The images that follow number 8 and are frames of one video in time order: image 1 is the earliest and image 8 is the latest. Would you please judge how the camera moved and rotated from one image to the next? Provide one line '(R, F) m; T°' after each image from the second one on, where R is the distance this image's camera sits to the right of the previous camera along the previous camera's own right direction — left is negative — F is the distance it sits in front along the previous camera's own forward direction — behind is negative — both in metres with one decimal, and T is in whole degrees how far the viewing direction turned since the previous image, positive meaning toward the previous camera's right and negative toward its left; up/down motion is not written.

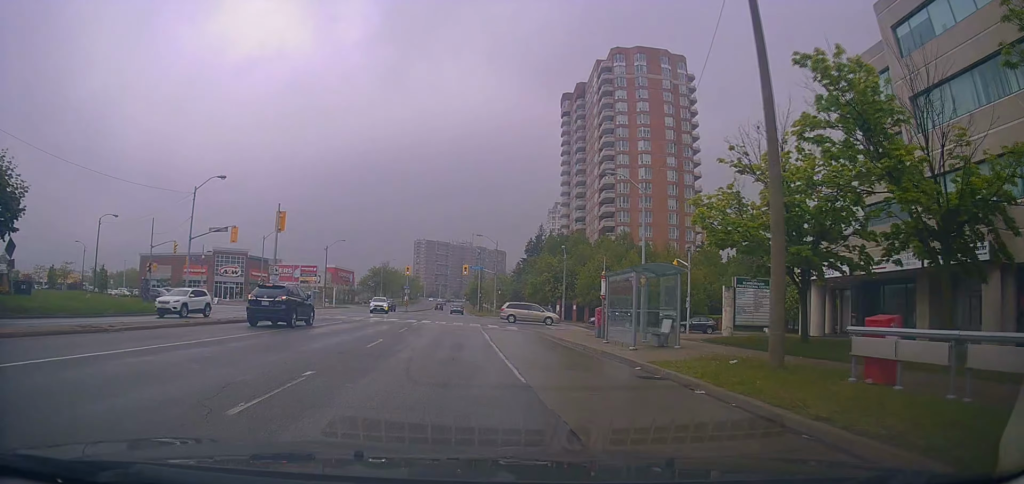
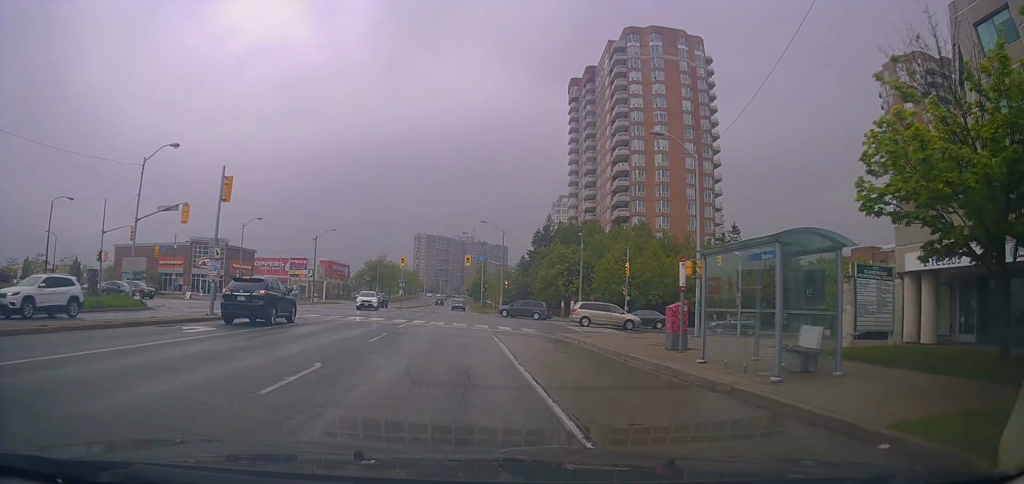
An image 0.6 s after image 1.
(-0.1, +8.5) m; -1°
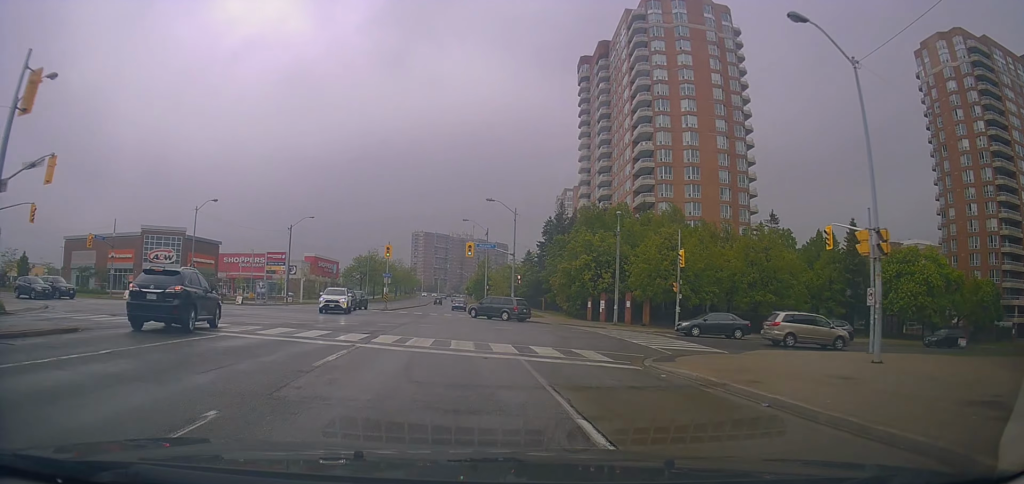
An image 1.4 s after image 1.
(-0.3, +13.3) m; -2°
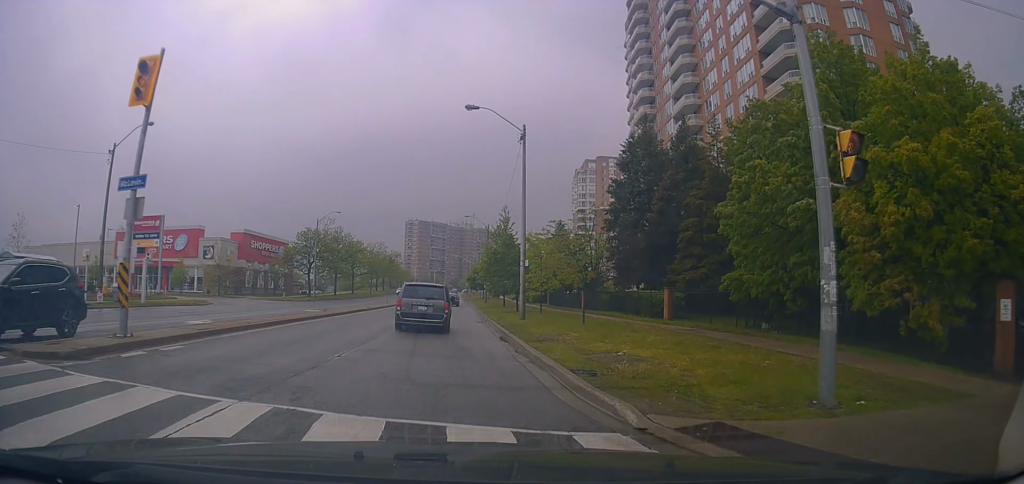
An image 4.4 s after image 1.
(+1.4, +42.6) m; +2°
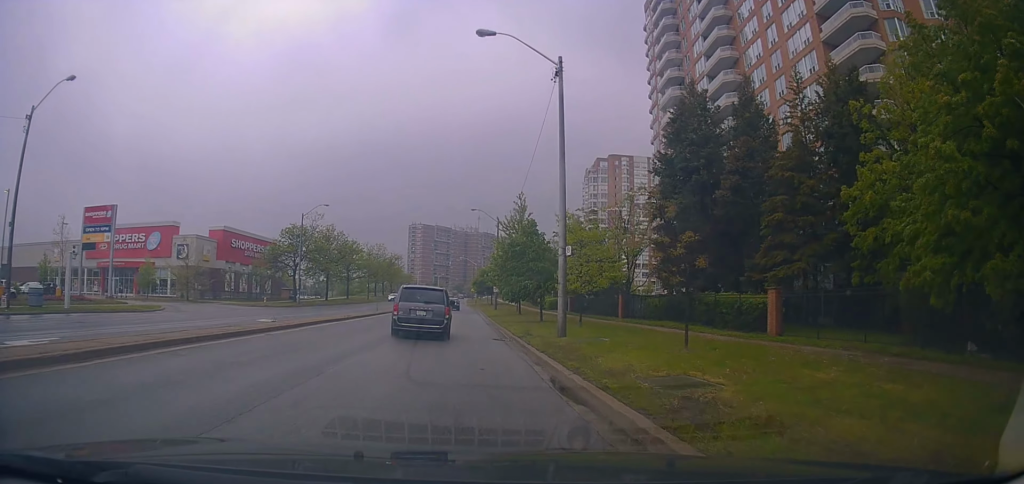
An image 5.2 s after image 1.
(-0.2, +10.3) m; -1°
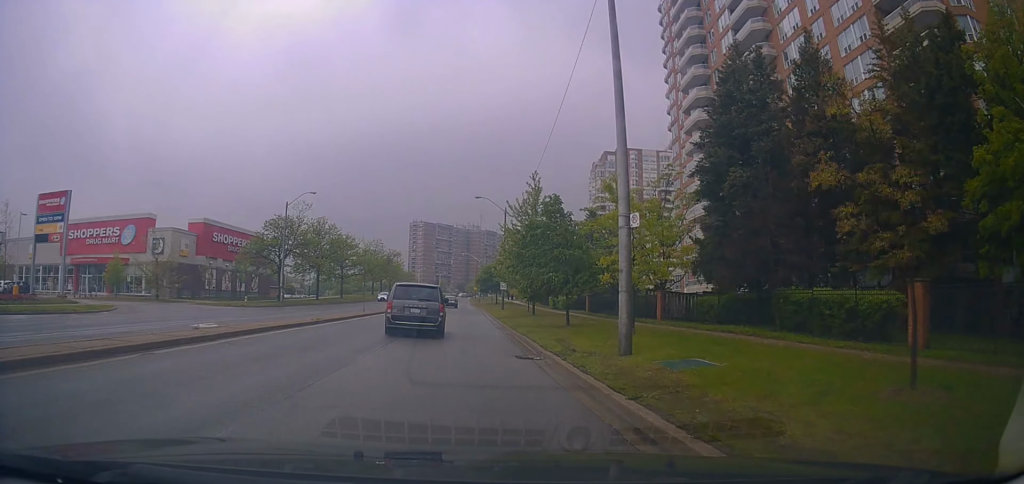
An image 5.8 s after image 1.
(0.0, +7.1) m; 0°
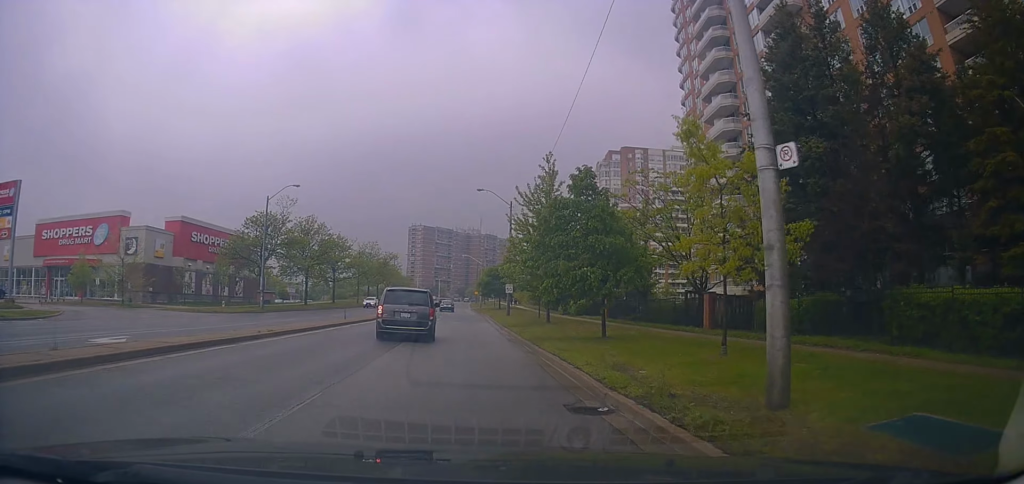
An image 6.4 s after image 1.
(0.0, +6.5) m; -1°
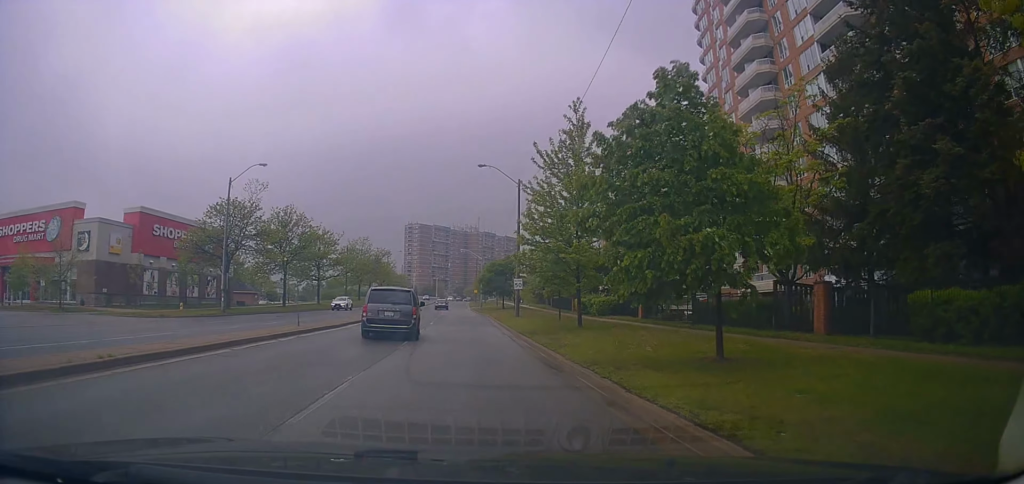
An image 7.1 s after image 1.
(0.0, +8.5) m; 0°
